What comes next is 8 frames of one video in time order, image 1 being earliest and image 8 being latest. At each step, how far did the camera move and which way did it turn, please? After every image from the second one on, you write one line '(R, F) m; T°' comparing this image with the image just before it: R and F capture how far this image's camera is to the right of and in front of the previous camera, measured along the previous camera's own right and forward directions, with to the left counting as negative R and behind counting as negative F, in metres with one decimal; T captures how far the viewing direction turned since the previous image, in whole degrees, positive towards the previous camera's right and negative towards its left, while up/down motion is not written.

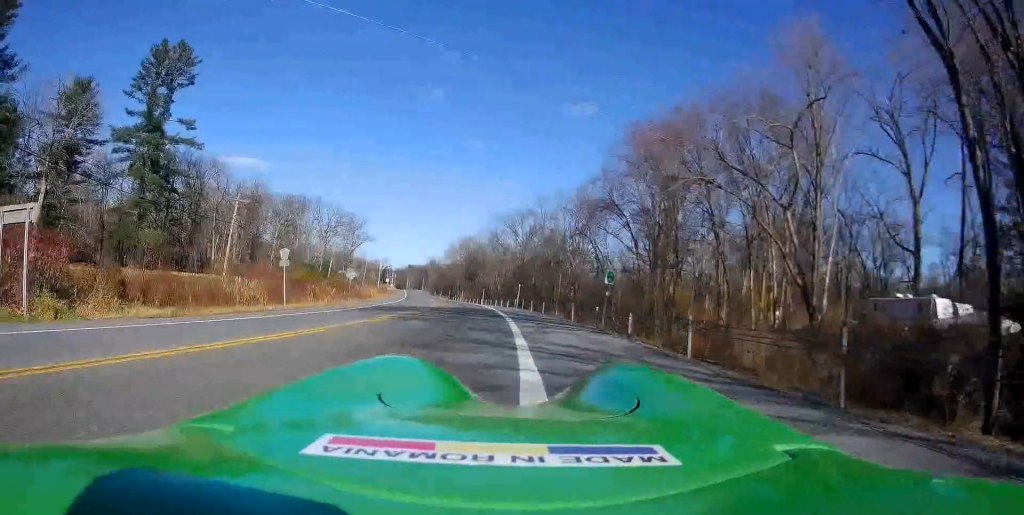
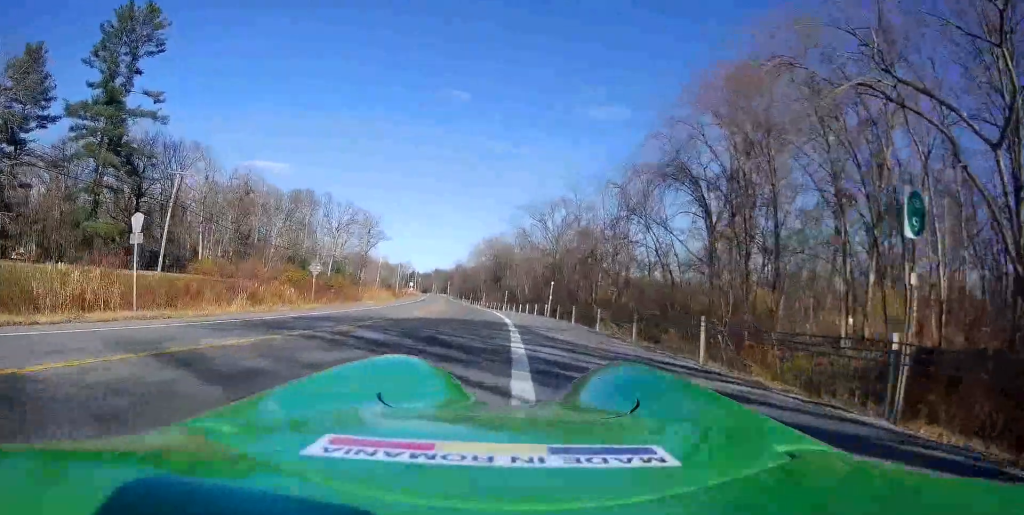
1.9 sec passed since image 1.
(-0.7, +15.5) m; -3°
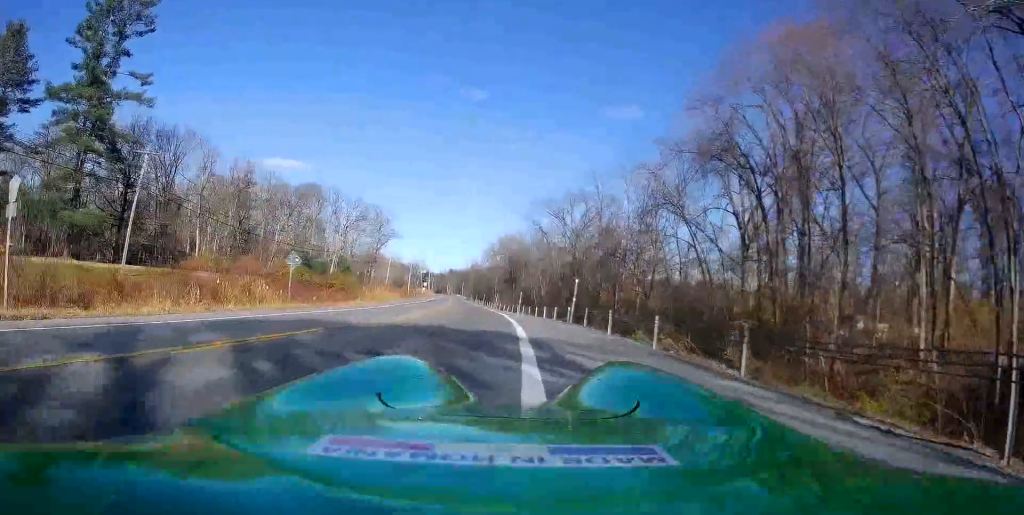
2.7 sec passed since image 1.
(0.0, +6.2) m; 0°
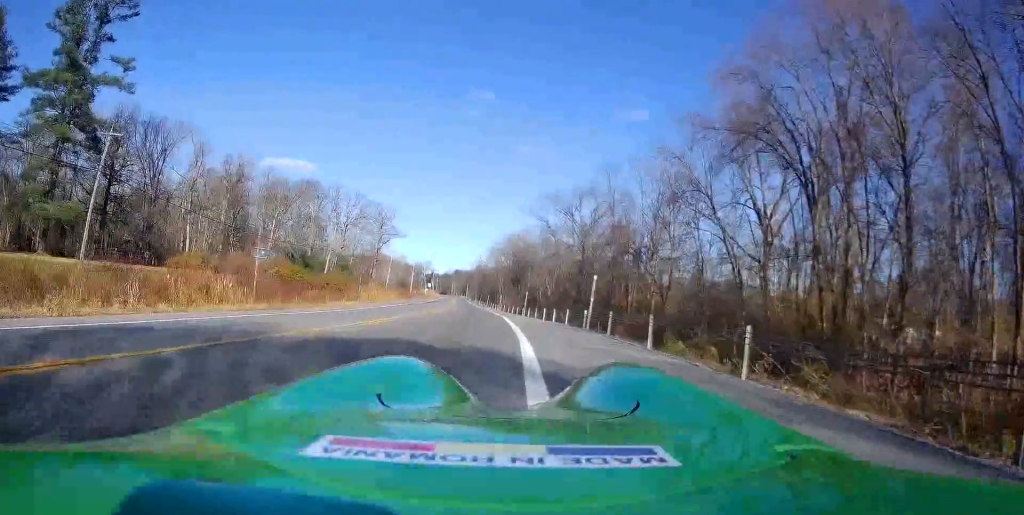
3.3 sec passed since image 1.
(+0.3, +5.1) m; -3°
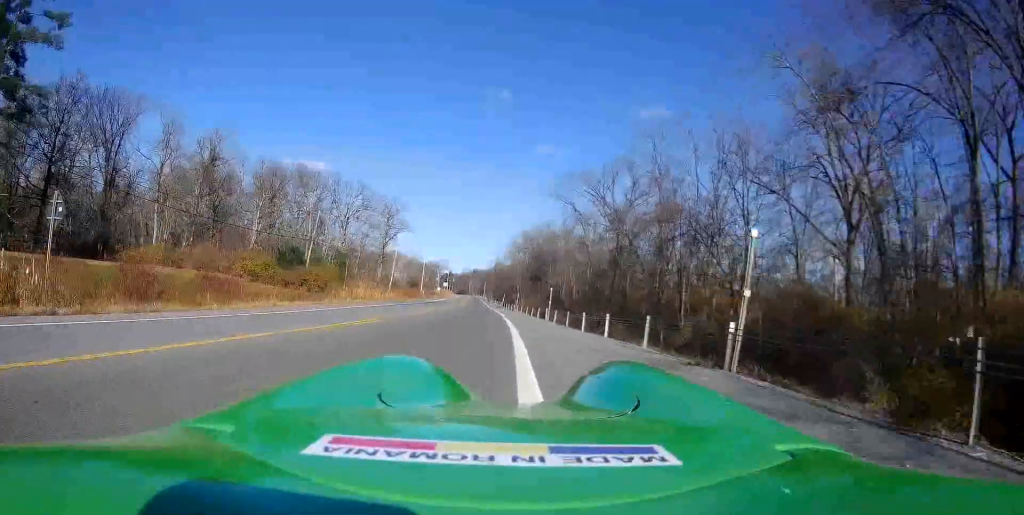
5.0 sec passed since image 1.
(-0.7, +14.3) m; -1°
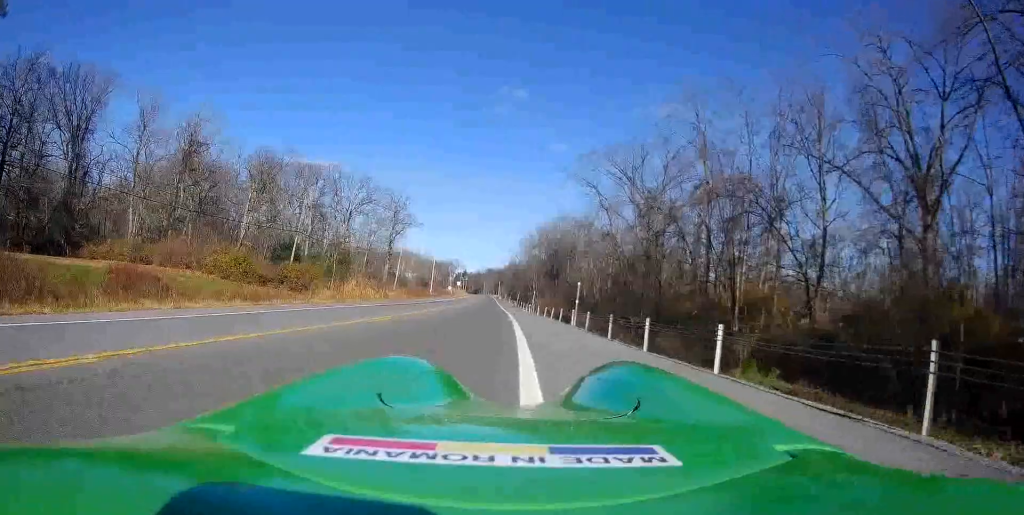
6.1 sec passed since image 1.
(0.0, +9.7) m; -2°
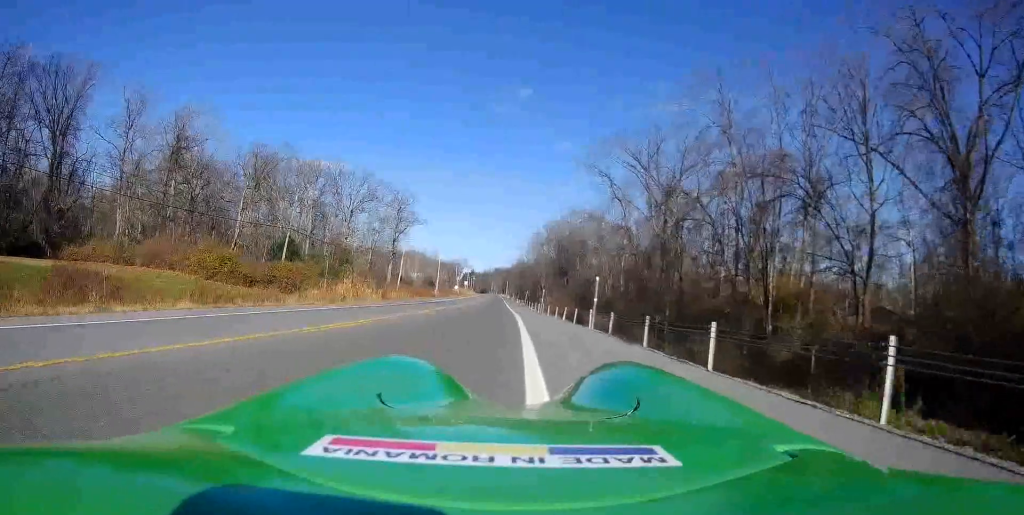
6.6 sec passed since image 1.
(-0.1, +4.4) m; -1°
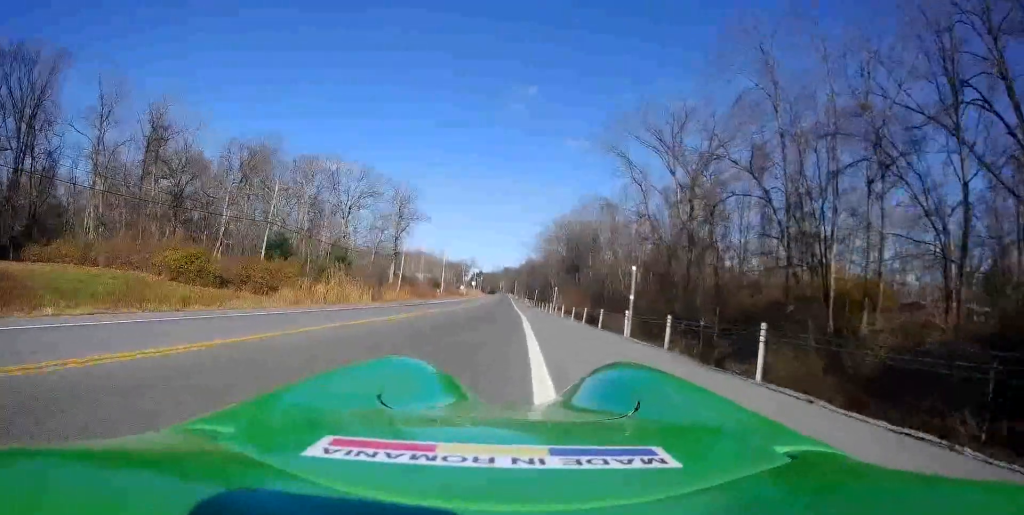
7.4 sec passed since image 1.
(0.0, +6.5) m; +1°
